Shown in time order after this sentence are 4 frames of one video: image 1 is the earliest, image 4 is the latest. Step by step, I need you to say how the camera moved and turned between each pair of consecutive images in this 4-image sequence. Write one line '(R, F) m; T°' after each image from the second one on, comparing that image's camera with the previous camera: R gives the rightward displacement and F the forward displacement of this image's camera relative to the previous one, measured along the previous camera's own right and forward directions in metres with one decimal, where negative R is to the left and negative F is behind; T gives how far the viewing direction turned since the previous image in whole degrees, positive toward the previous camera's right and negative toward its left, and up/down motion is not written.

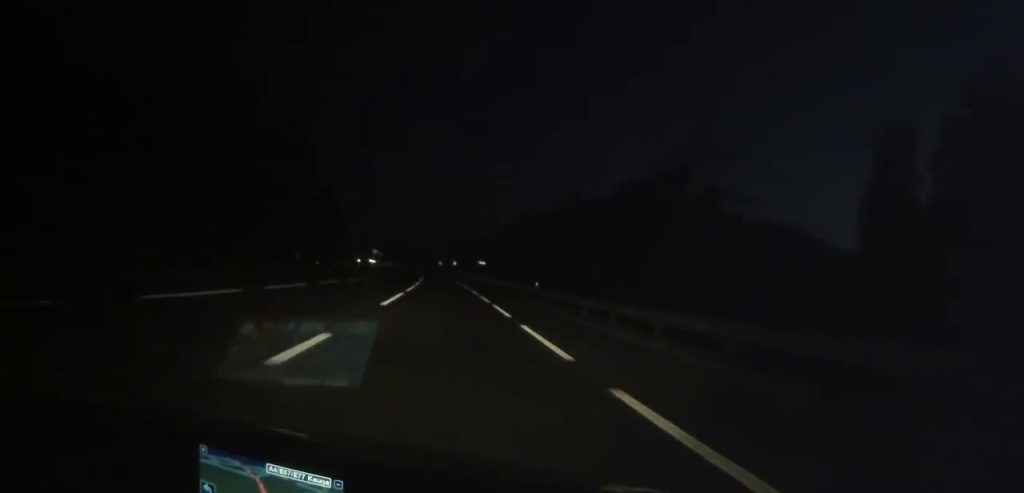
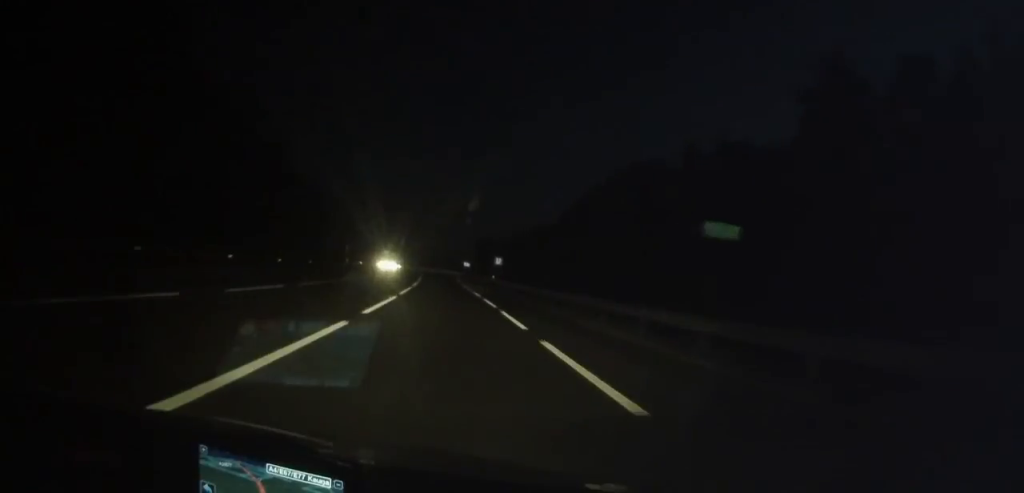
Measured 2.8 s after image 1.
(-1.7, +74.8) m; -3°
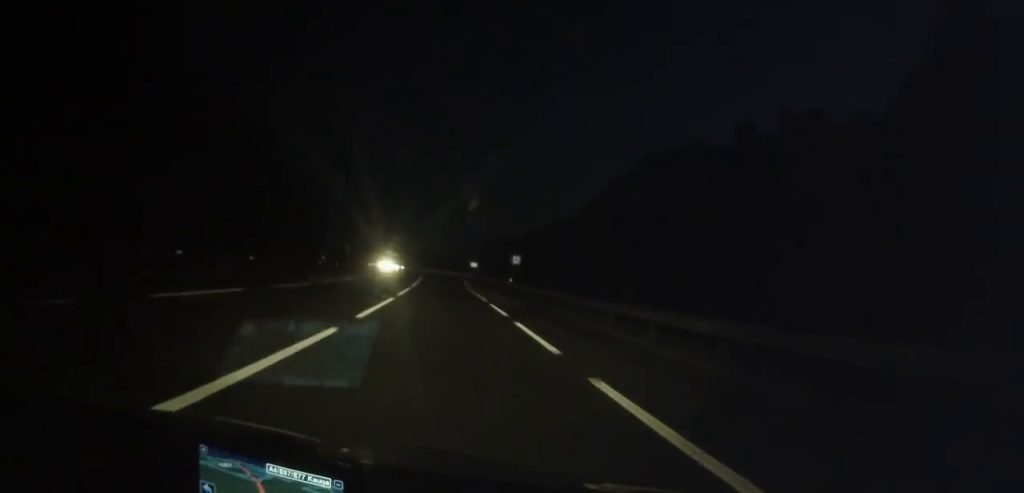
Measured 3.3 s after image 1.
(0.0, +13.2) m; 0°
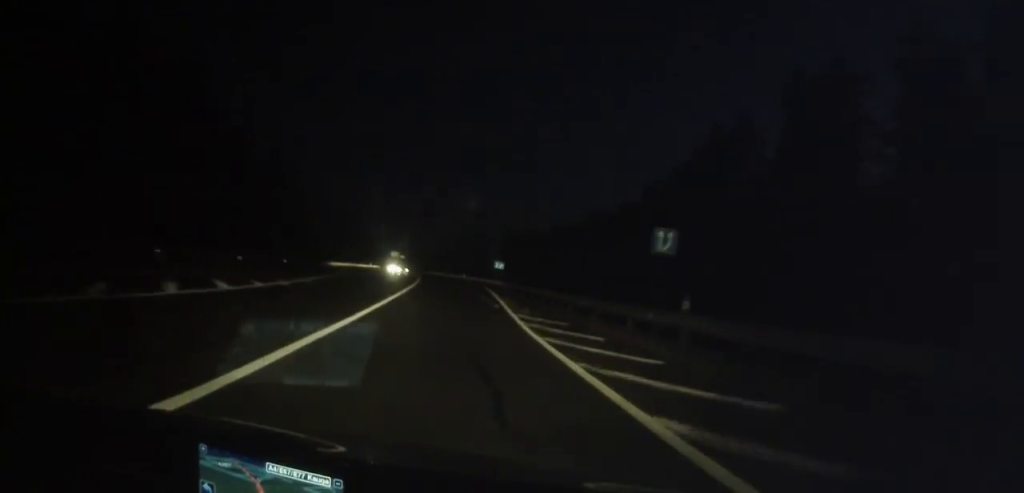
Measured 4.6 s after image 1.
(-0.1, +34.1) m; -1°
